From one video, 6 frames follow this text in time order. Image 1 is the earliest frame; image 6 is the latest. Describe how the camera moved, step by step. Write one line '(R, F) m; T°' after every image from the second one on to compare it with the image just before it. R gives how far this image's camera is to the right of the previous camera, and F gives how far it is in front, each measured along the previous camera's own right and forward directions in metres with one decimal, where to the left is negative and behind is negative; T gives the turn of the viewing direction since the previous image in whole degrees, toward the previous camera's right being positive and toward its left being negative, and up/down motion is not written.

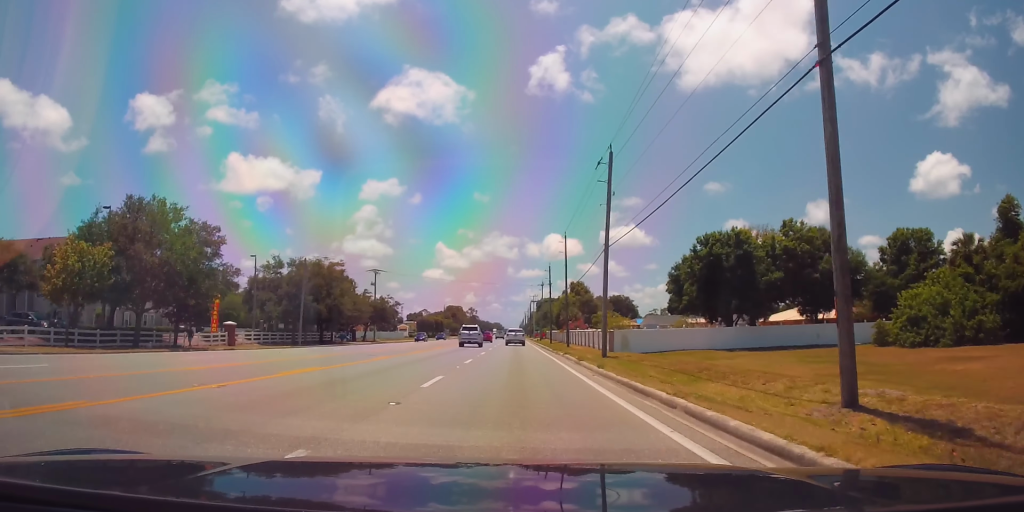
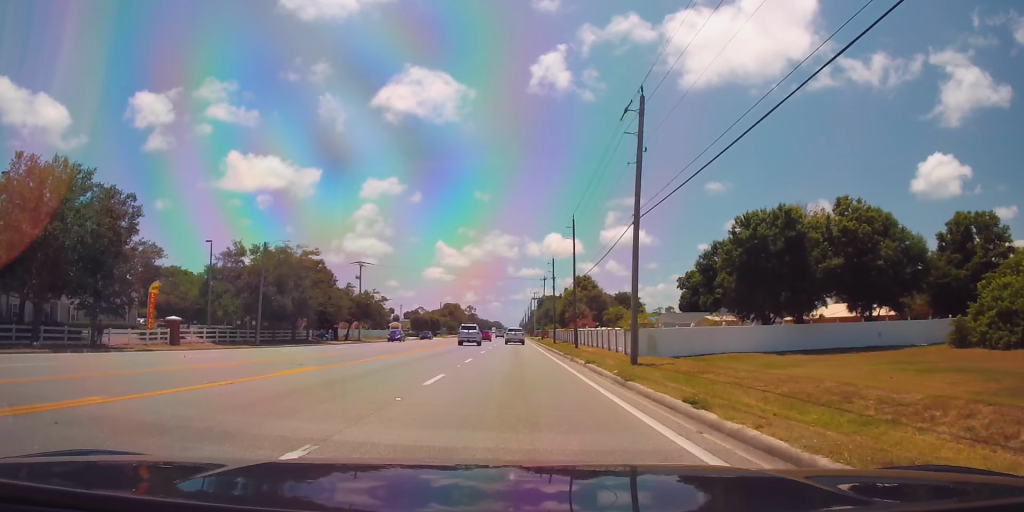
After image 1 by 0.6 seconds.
(+0.1, +10.7) m; 0°
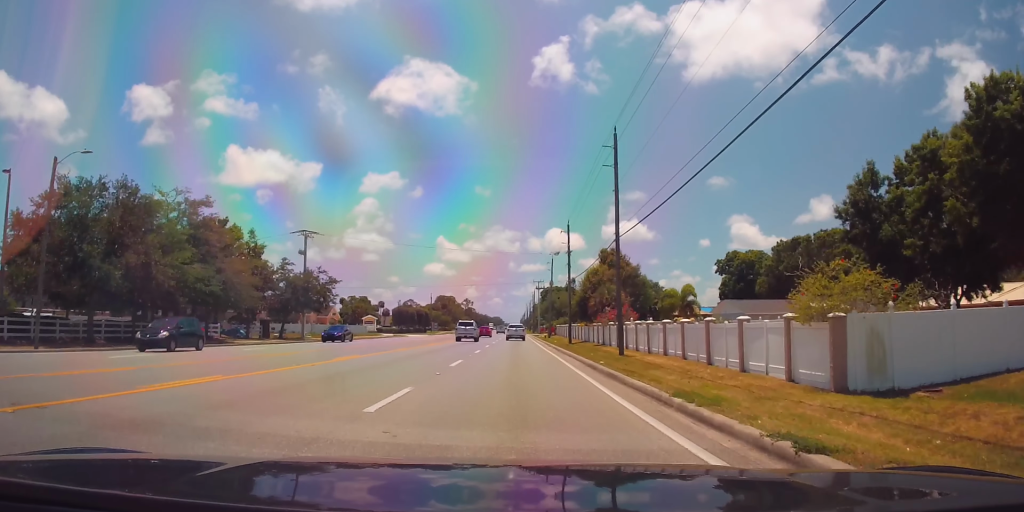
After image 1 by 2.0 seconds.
(-0.5, +27.5) m; -1°
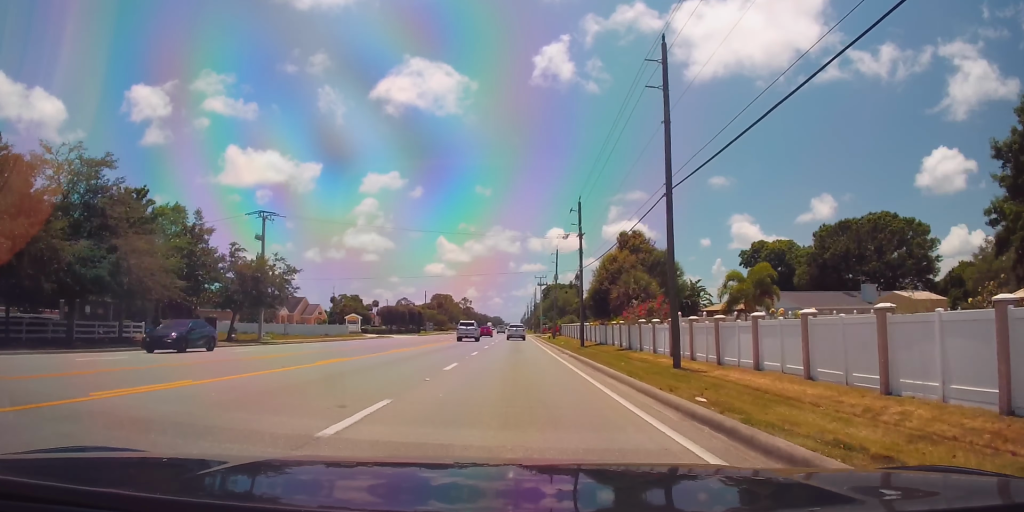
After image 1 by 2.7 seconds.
(0.0, +13.0) m; +1°
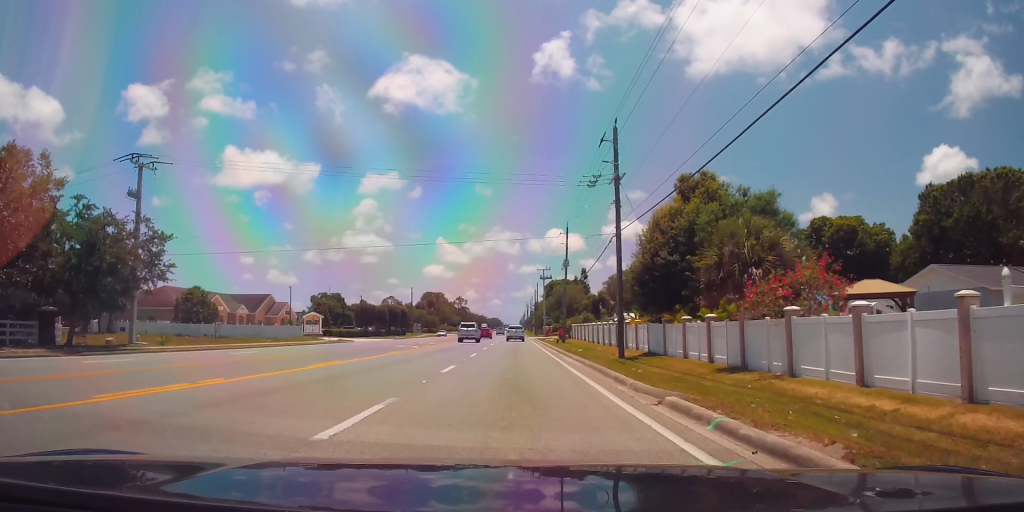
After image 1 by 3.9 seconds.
(+0.4, +22.3) m; +1°
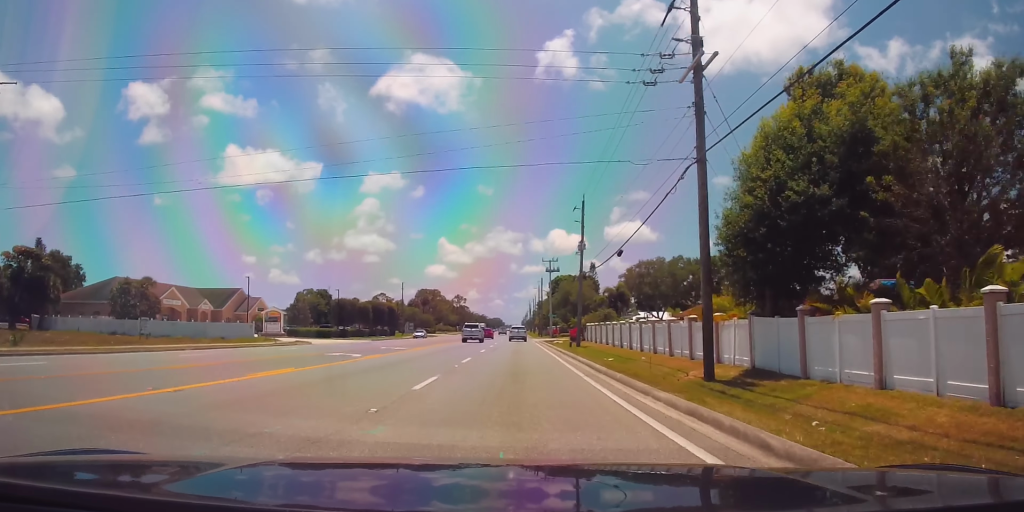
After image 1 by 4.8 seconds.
(0.0, +16.8) m; 0°
